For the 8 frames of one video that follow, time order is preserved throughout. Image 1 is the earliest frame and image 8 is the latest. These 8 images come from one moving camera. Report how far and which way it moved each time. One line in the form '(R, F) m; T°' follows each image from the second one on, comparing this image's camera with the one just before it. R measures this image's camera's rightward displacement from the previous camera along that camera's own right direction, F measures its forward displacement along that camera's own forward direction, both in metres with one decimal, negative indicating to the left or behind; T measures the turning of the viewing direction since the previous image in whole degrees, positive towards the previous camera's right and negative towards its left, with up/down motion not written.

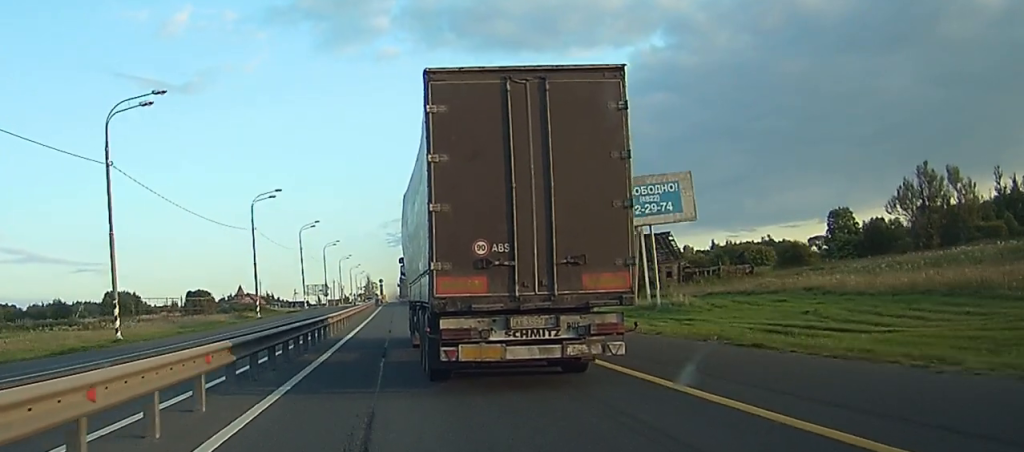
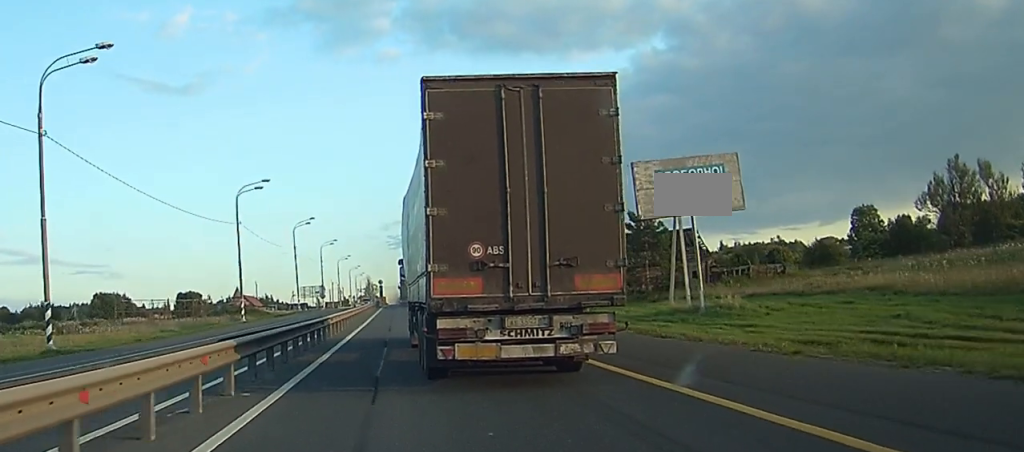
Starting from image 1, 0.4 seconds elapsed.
(0.0, +7.9) m; 0°
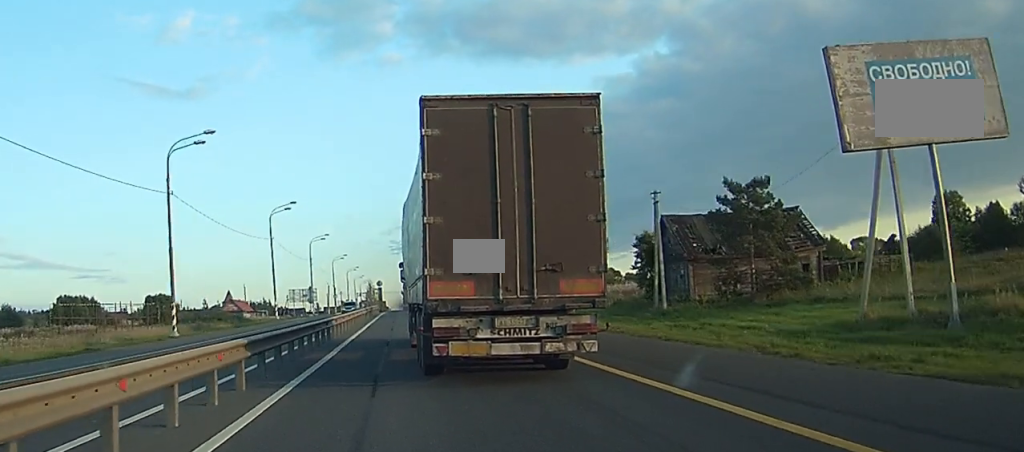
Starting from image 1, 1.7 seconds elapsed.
(+0.1, +24.5) m; 0°
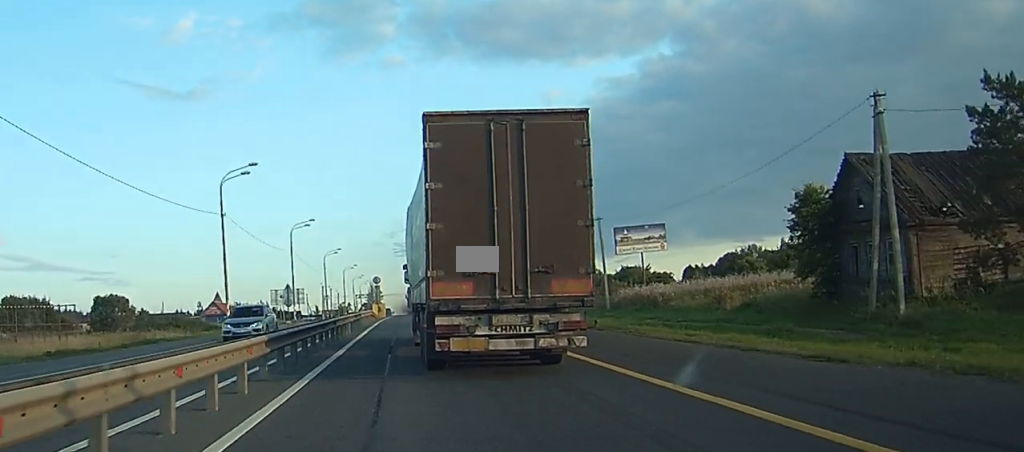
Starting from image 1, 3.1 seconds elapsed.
(+0.1, +33.1) m; 0°
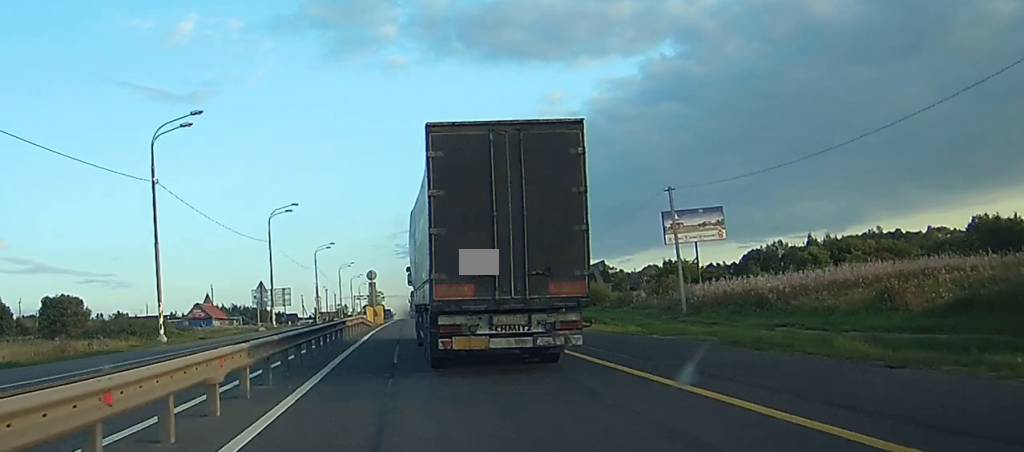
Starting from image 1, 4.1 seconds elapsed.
(+0.1, +23.5) m; 0°
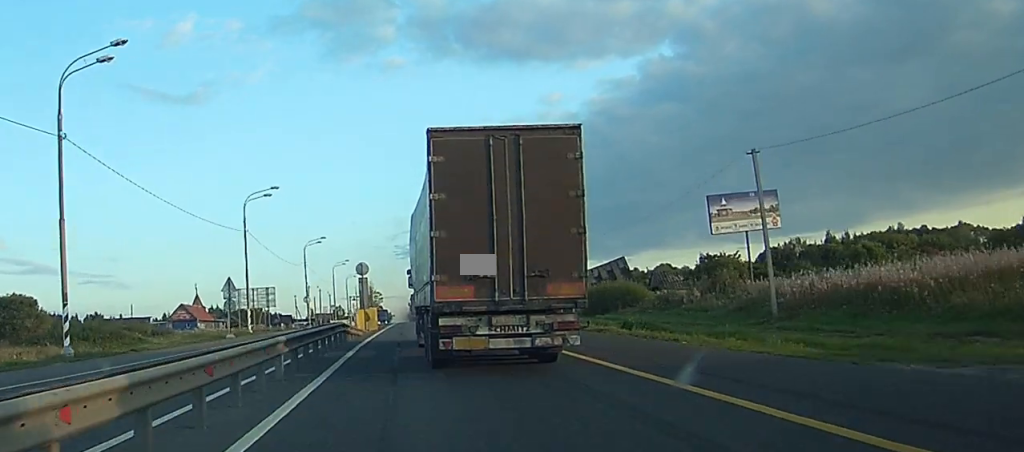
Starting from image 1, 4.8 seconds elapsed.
(0.0, +15.3) m; 0°
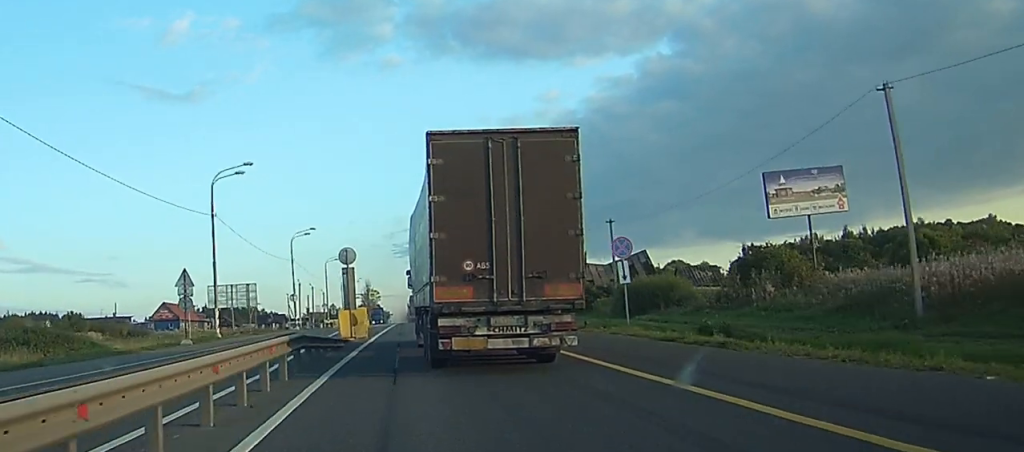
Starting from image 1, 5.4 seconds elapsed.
(0.0, +12.3) m; 0°
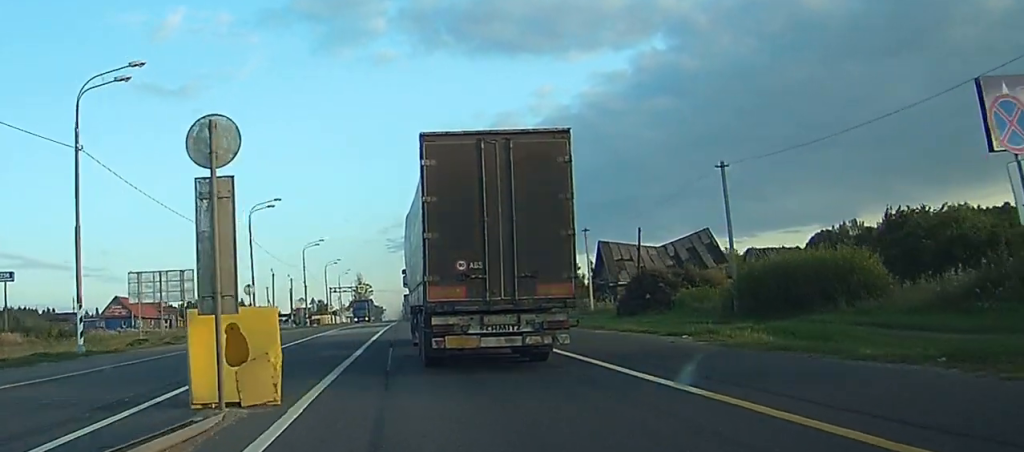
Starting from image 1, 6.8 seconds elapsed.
(0.0, +23.3) m; 0°
